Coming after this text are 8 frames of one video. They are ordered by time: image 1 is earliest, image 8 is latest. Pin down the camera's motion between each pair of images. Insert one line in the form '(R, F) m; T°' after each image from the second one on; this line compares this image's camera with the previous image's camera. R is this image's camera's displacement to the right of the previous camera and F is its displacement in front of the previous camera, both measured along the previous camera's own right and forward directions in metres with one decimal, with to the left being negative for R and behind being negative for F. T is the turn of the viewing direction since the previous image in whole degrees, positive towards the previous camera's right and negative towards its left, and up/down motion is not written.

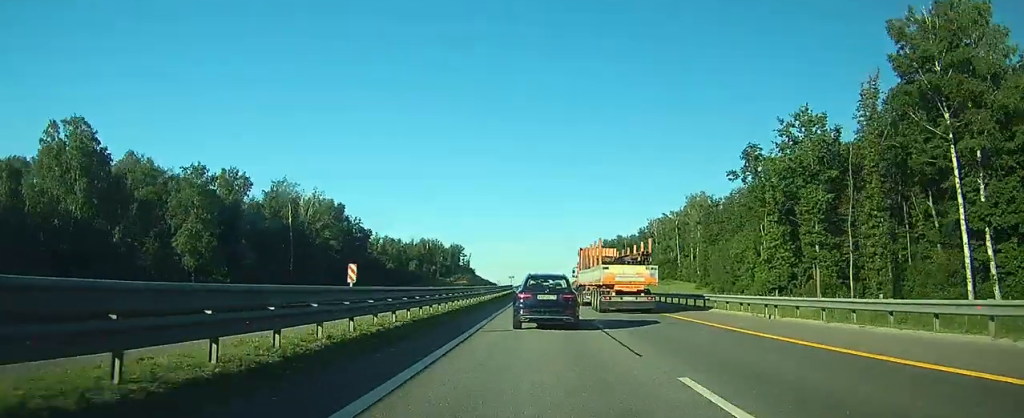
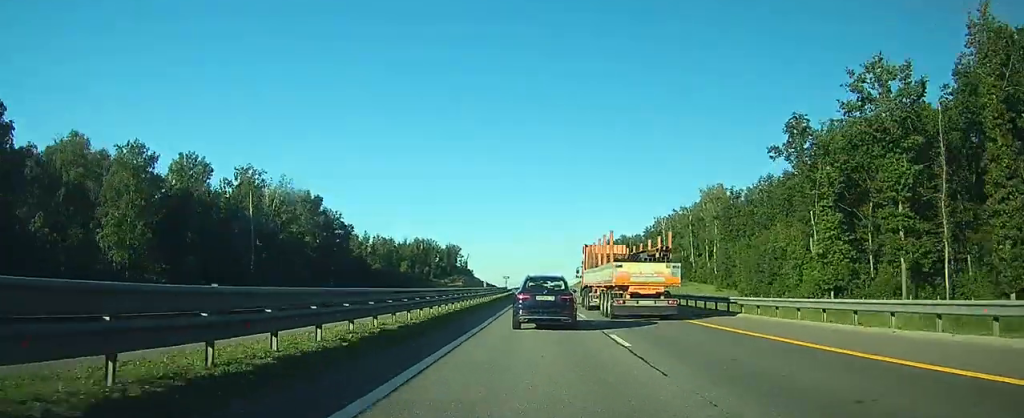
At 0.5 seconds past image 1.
(0.0, +13.8) m; 0°
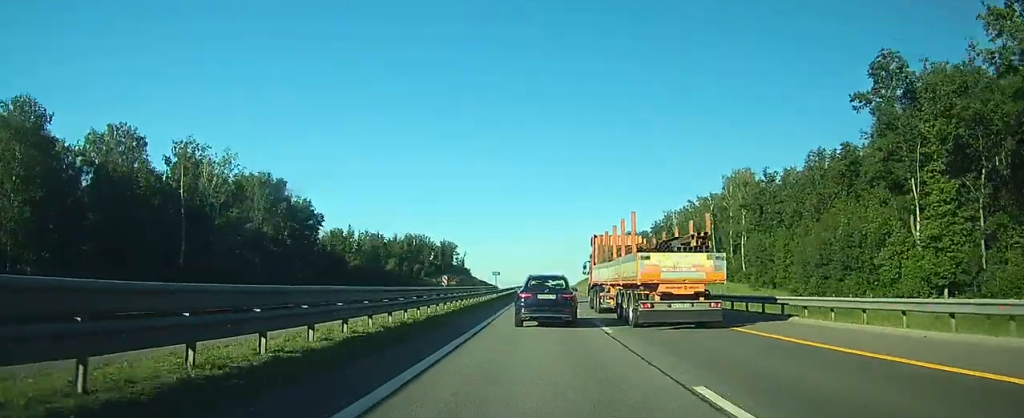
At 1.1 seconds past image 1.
(0.0, +19.3) m; 0°
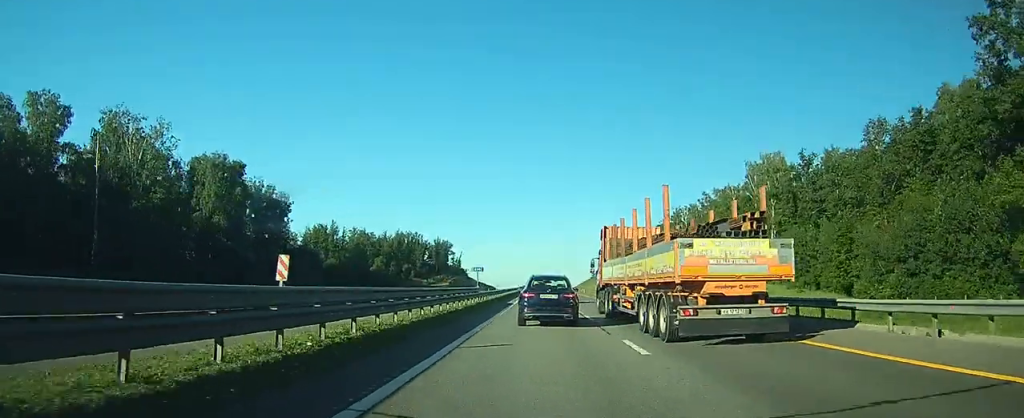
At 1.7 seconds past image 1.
(0.0, +18.2) m; 0°
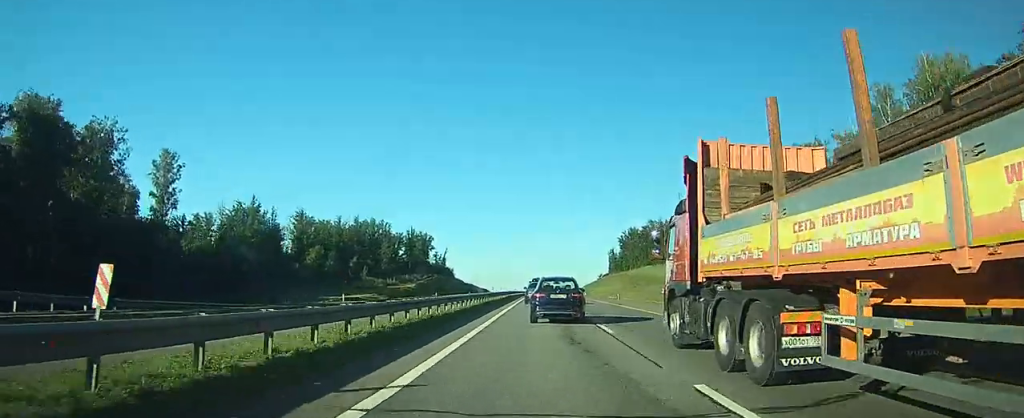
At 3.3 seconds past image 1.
(0.0, +62.6) m; 0°
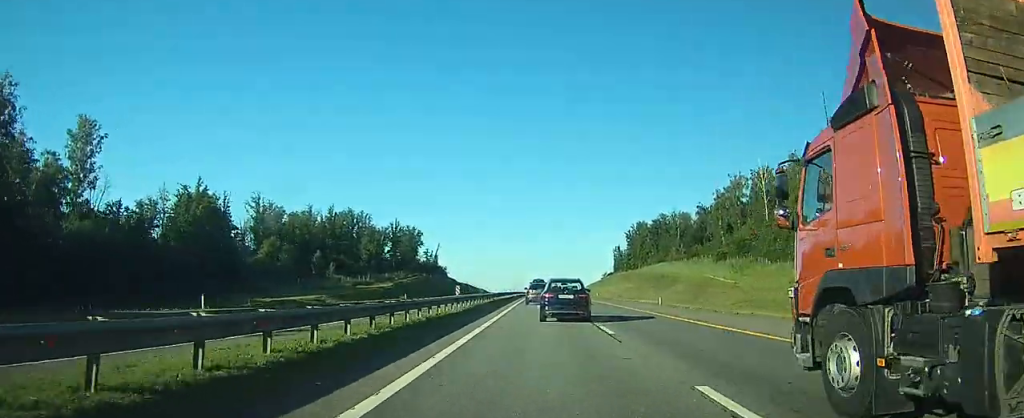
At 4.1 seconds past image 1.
(0.0, +27.9) m; 0°
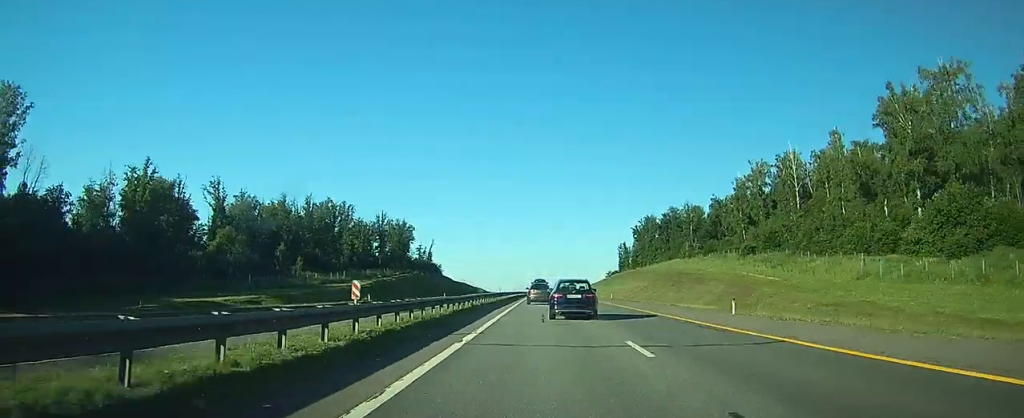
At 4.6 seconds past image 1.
(0.0, +19.5) m; 0°
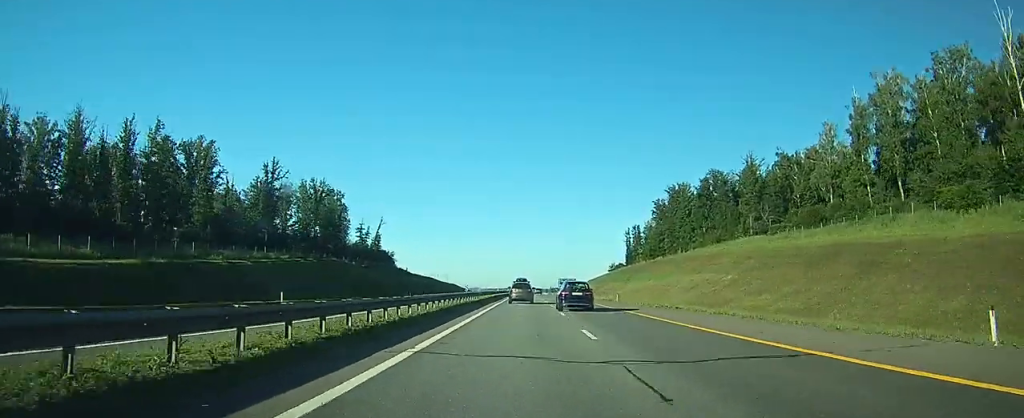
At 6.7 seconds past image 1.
(+0.1, +71.3) m; 0°
